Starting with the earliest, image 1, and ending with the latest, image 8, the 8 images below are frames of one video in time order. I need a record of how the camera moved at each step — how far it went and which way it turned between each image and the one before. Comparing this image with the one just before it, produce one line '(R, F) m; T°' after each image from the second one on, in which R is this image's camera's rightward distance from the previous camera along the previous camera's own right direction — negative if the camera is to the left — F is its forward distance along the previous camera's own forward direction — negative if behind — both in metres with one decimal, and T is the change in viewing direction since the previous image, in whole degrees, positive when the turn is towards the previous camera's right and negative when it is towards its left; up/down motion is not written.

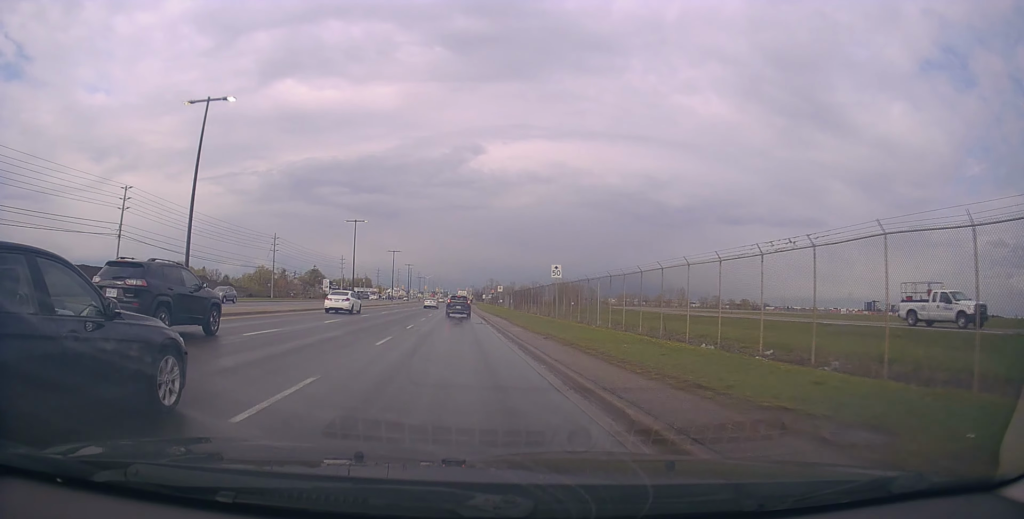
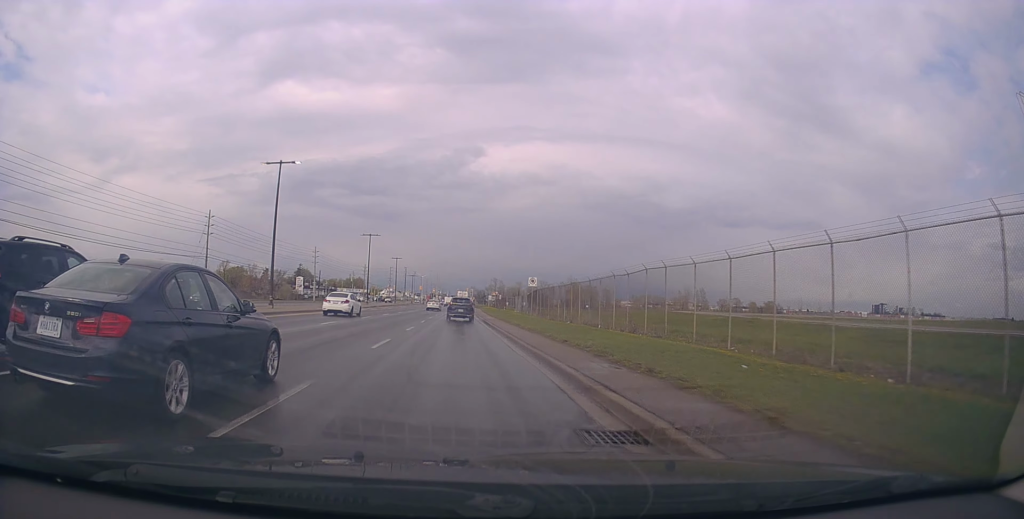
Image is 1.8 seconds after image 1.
(+0.2, +27.7) m; -1°
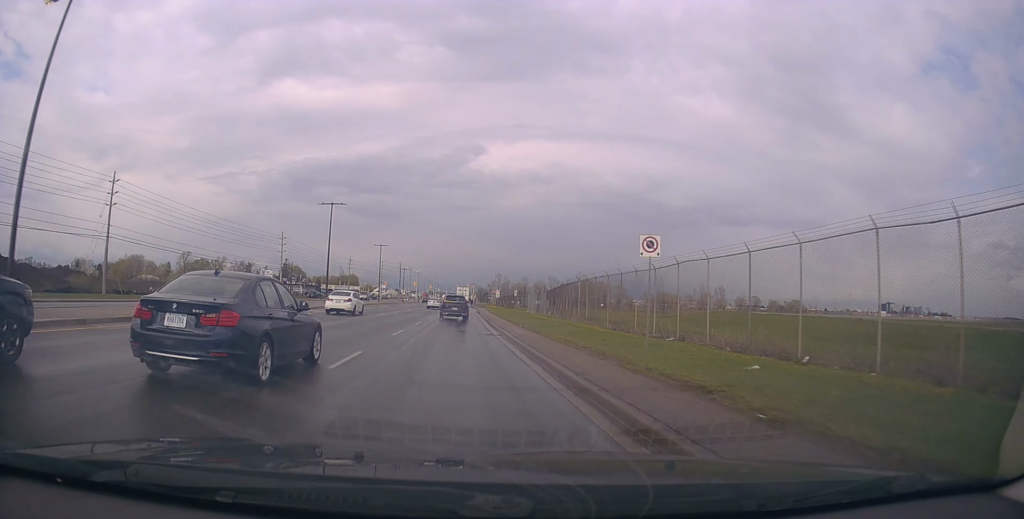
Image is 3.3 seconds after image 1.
(-0.4, +23.1) m; 0°
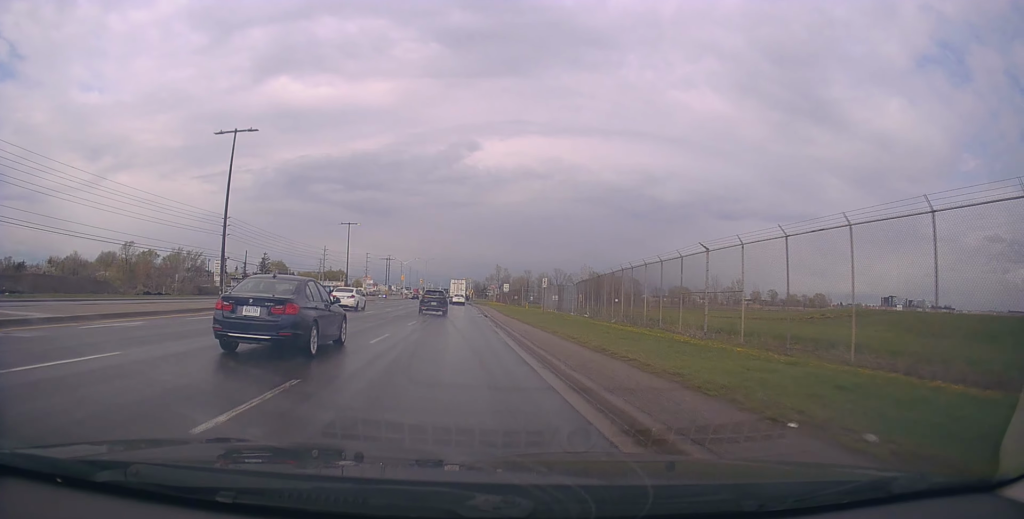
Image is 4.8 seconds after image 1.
(+0.6, +22.9) m; +2°
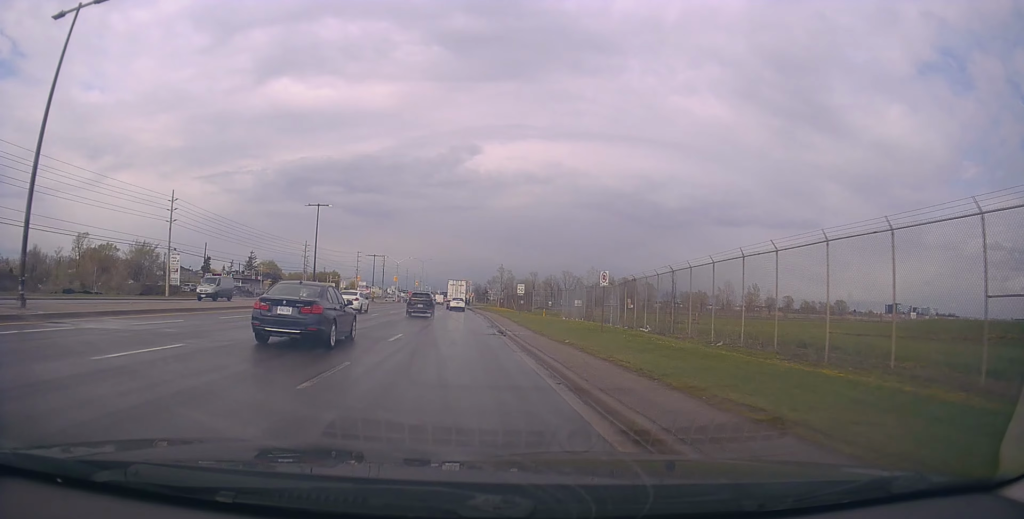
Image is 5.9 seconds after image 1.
(-0.2, +15.2) m; -1°
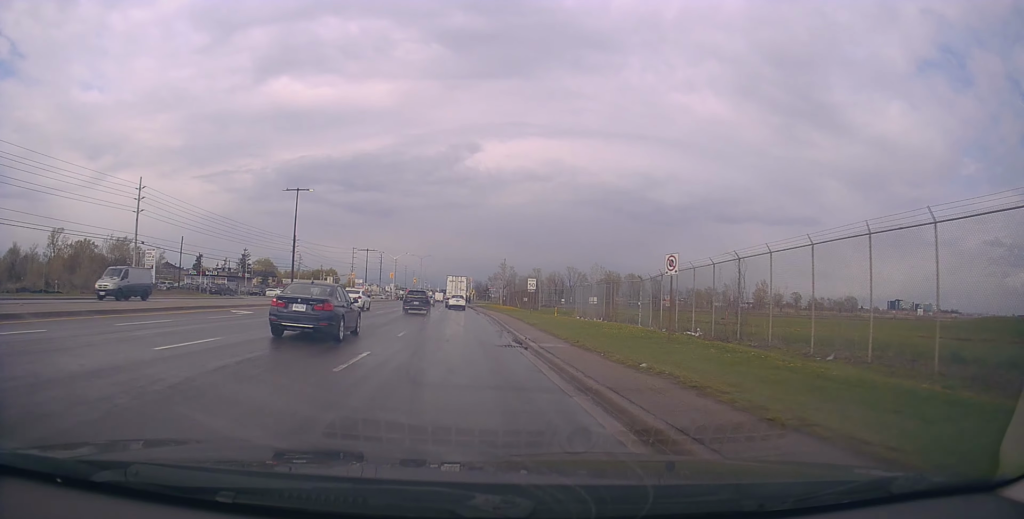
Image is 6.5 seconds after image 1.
(0.0, +7.0) m; 0°
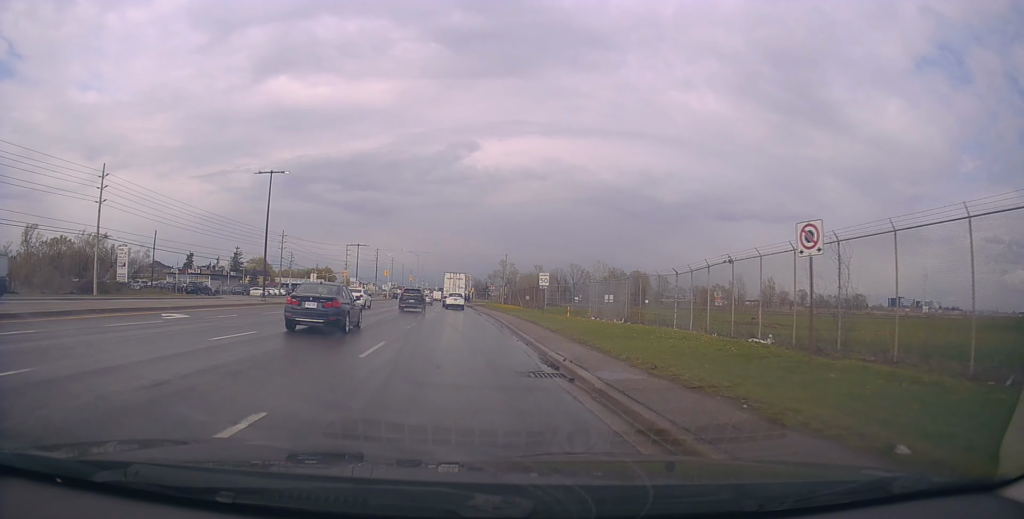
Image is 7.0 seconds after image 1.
(0.0, +6.3) m; 0°
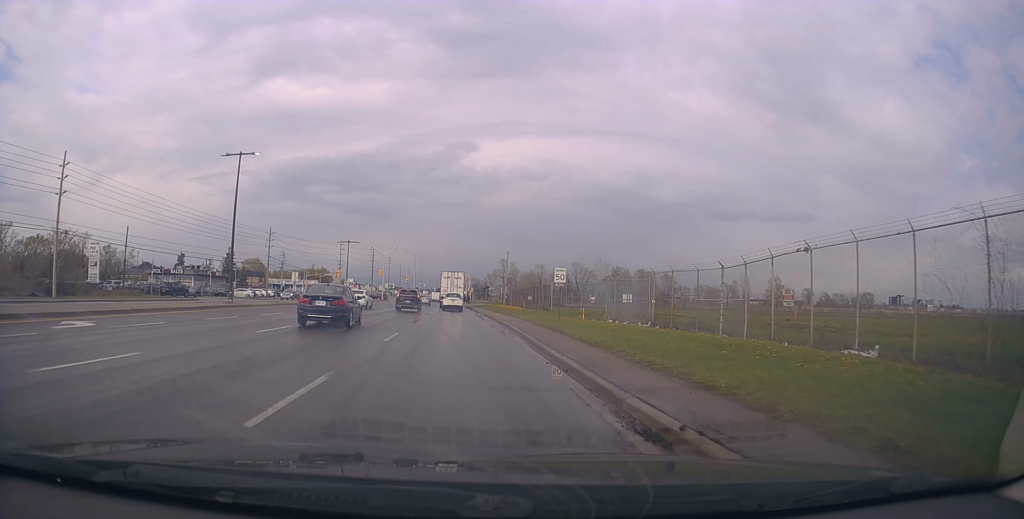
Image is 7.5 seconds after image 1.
(0.0, +5.8) m; 0°
